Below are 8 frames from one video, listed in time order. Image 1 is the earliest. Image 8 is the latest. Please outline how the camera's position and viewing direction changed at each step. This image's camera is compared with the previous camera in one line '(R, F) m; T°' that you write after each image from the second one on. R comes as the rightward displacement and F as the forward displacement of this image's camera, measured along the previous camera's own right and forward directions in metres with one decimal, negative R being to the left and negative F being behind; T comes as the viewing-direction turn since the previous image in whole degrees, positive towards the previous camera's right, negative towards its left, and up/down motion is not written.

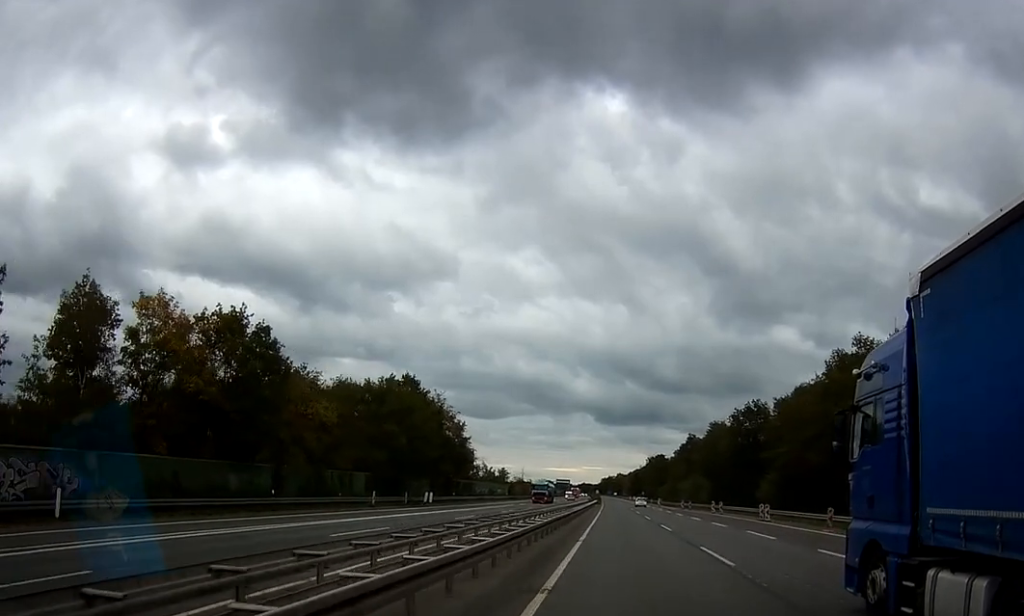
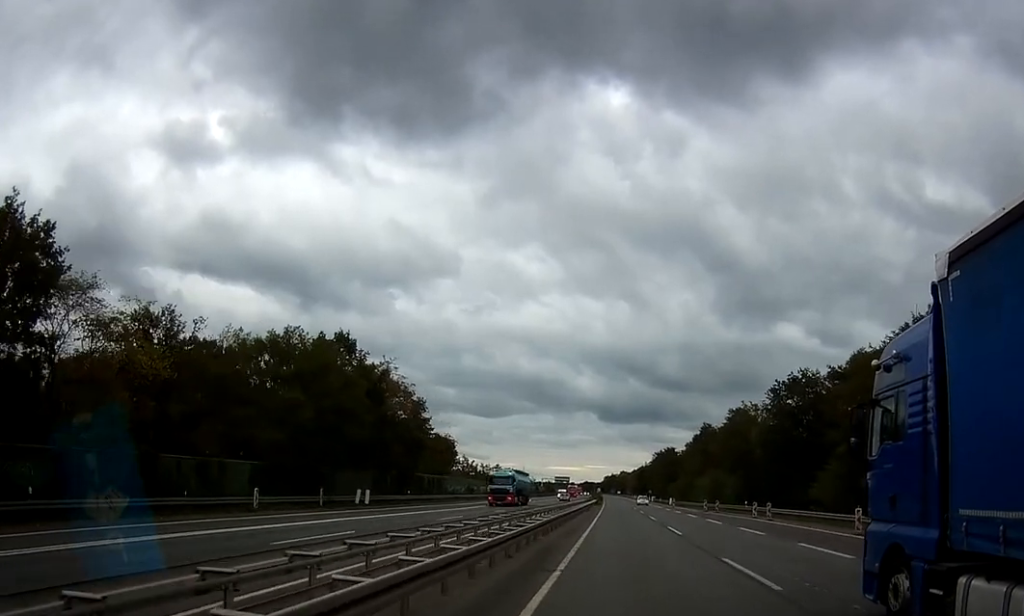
(-0.2, +22.8) m; 0°
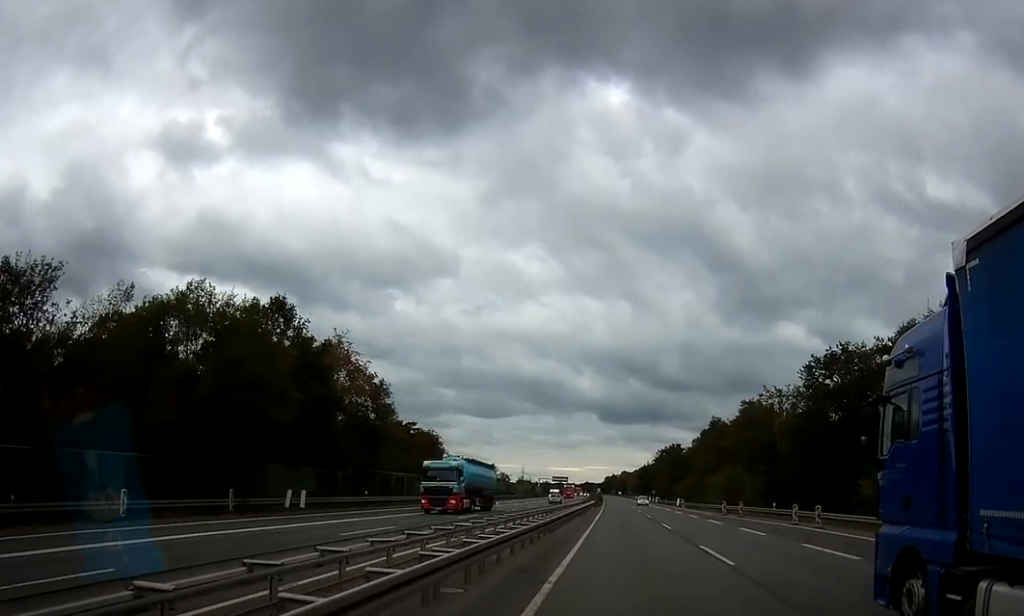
(-0.1, +13.3) m; 0°
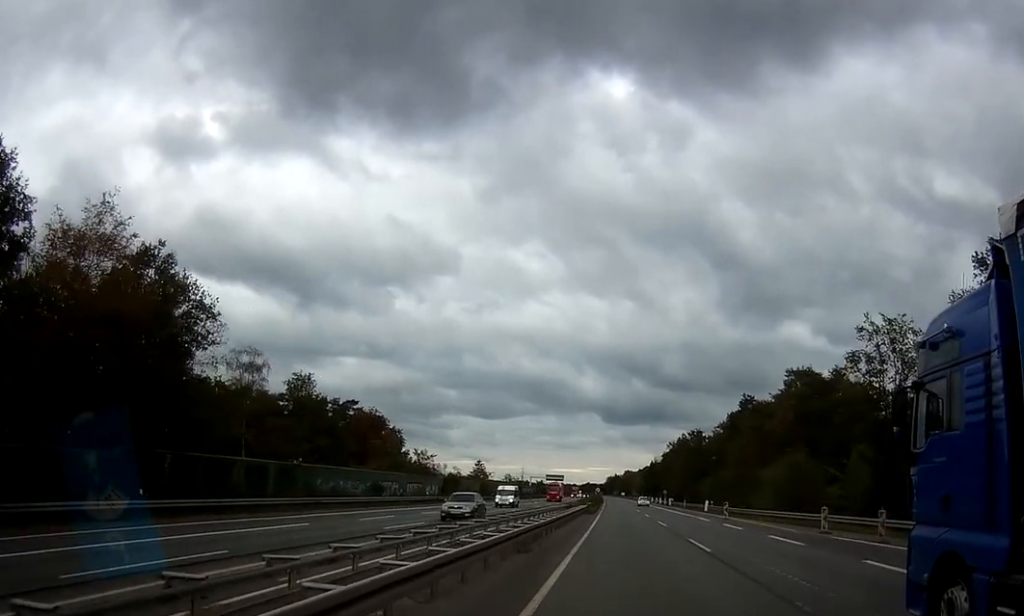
(+0.3, +32.3) m; 0°
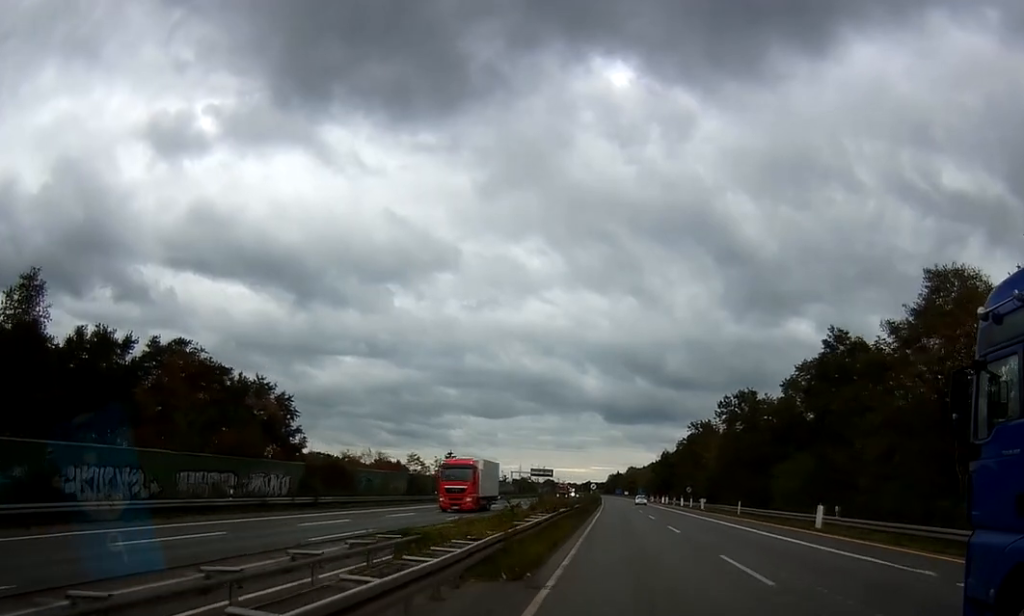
(-0.5, +44.3) m; -2°
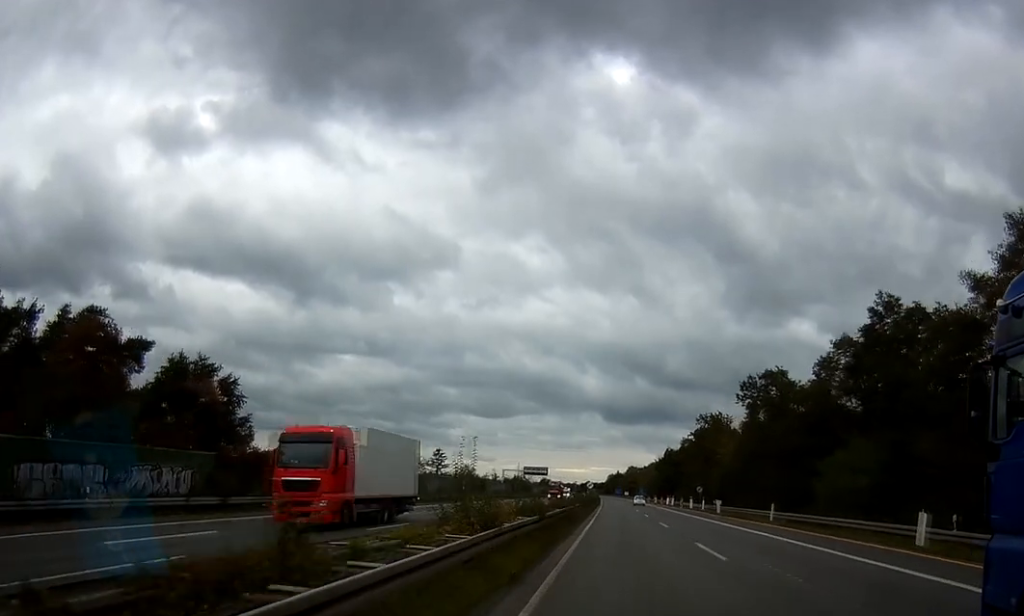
(-0.1, +12.9) m; 0°
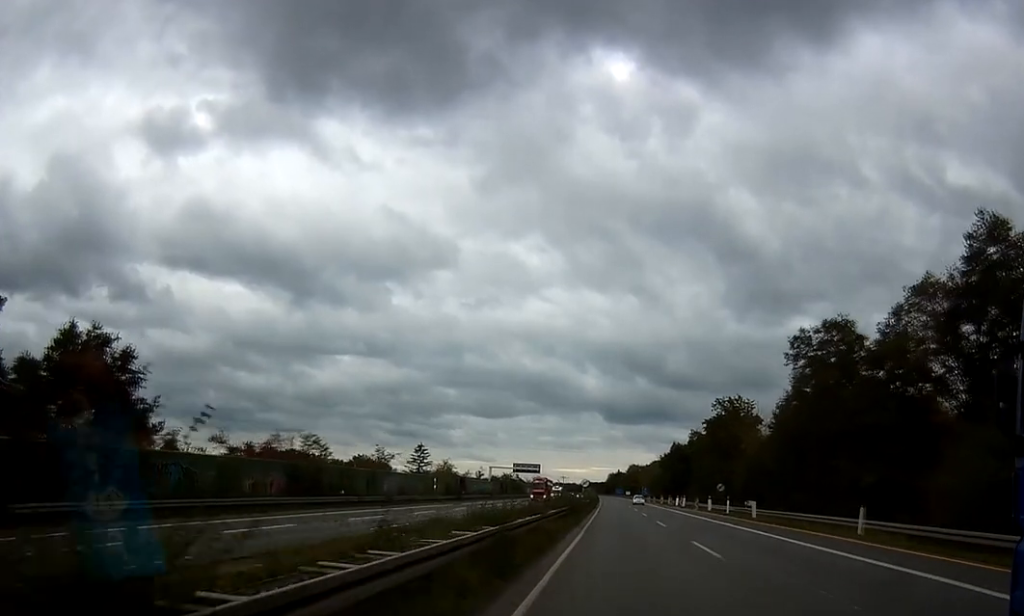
(0.0, +17.6) m; 0°
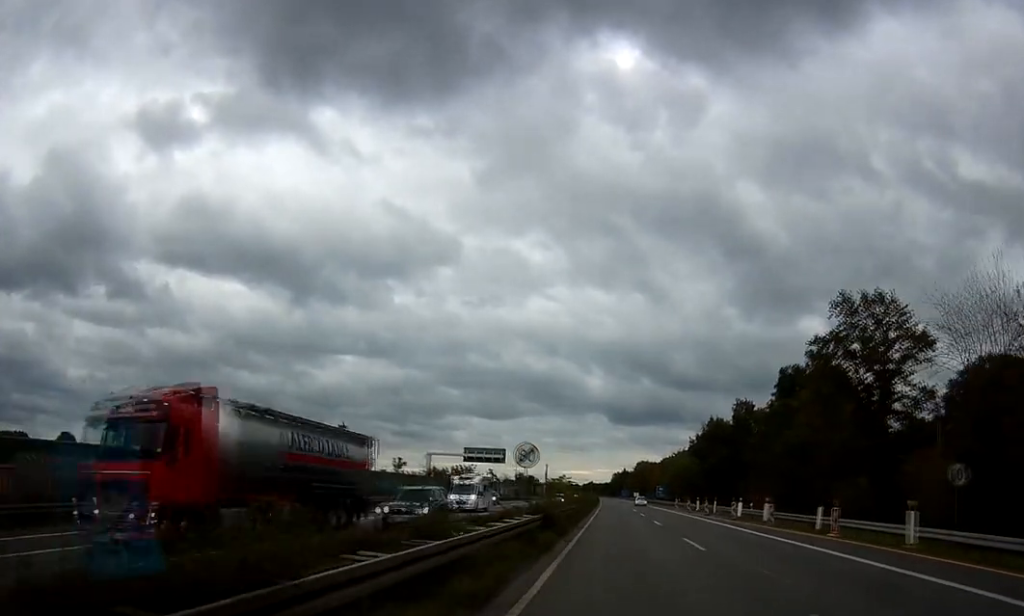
(+0.3, +50.6) m; 0°
